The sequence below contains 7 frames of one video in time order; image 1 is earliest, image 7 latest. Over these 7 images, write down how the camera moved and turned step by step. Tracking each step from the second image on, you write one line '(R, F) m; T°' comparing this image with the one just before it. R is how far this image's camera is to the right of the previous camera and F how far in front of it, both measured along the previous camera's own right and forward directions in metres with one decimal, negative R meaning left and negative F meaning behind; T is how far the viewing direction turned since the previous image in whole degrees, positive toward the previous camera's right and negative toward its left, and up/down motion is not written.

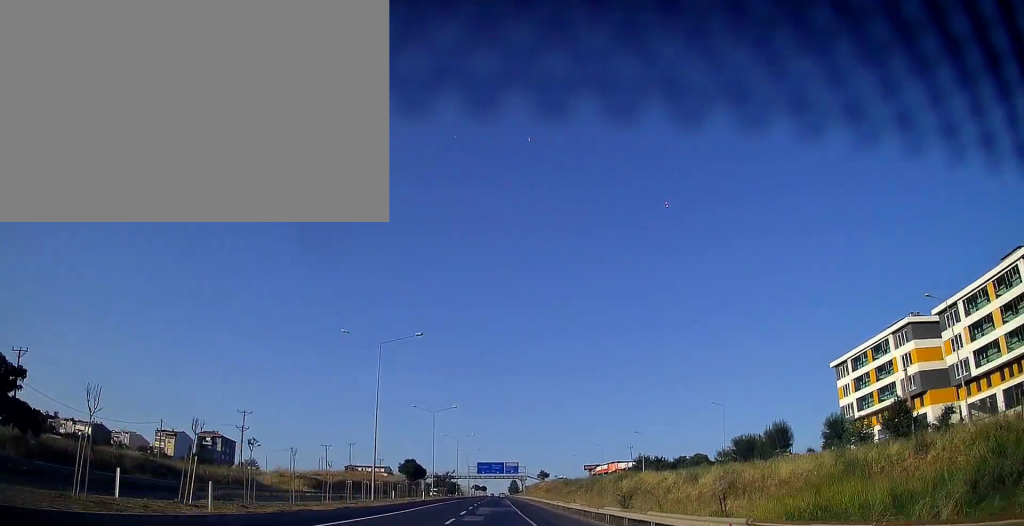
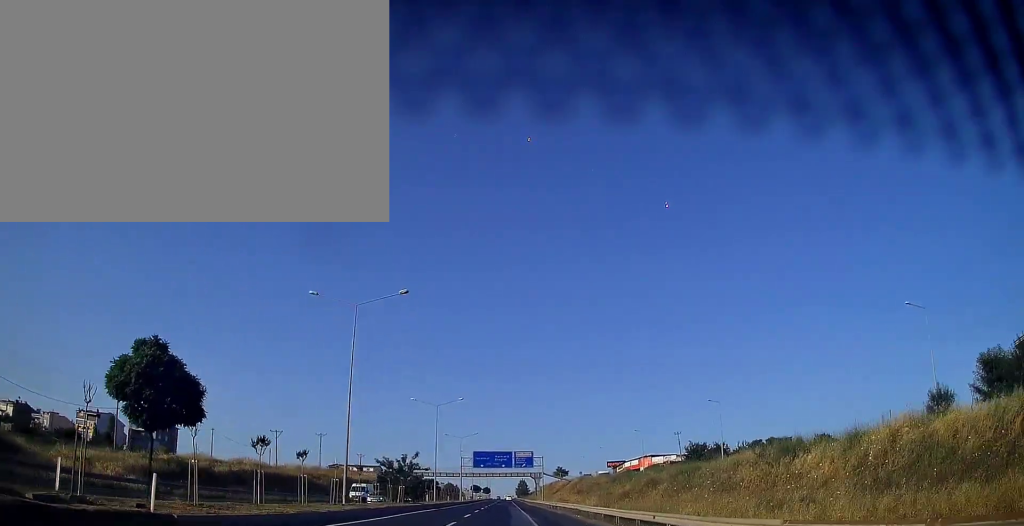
(-0.1, +49.0) m; 0°
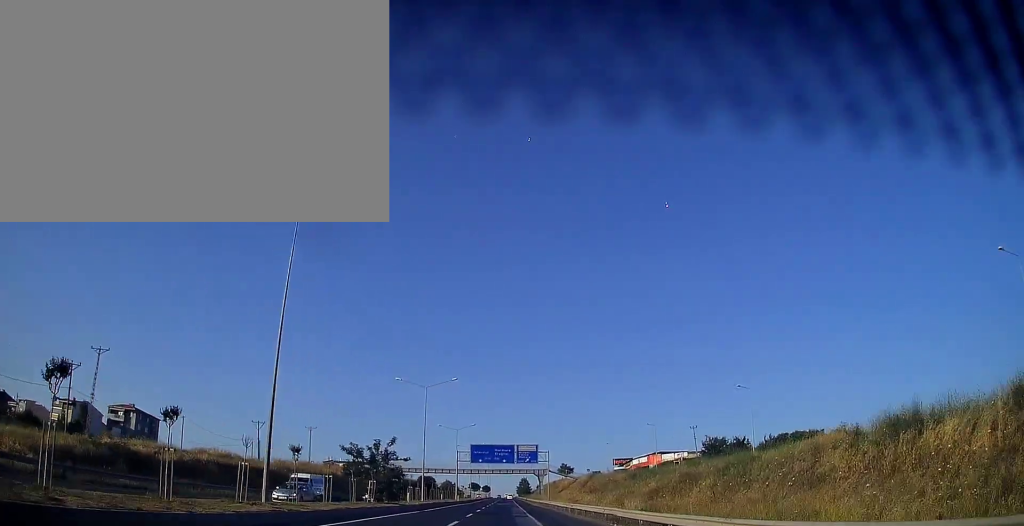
(-0.1, +12.0) m; 0°
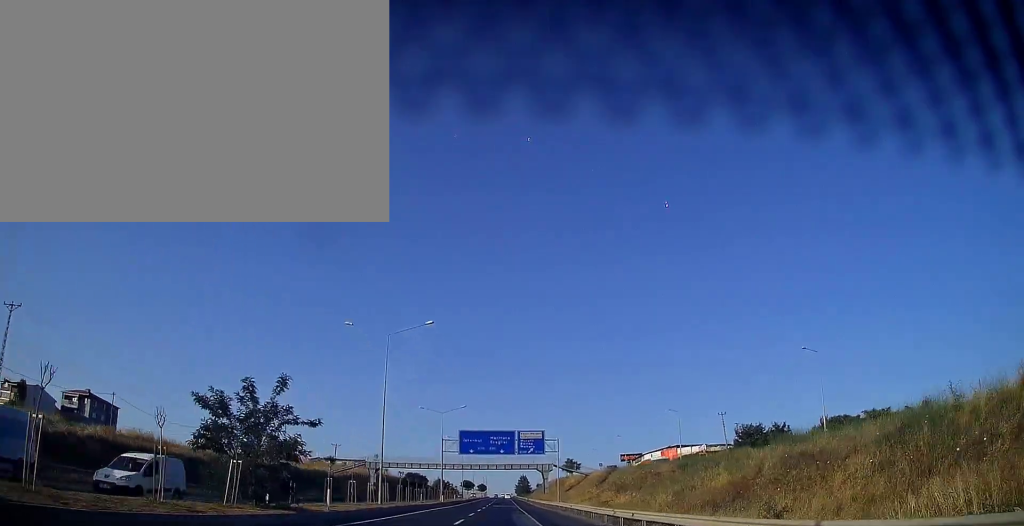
(+0.1, +20.6) m; 0°
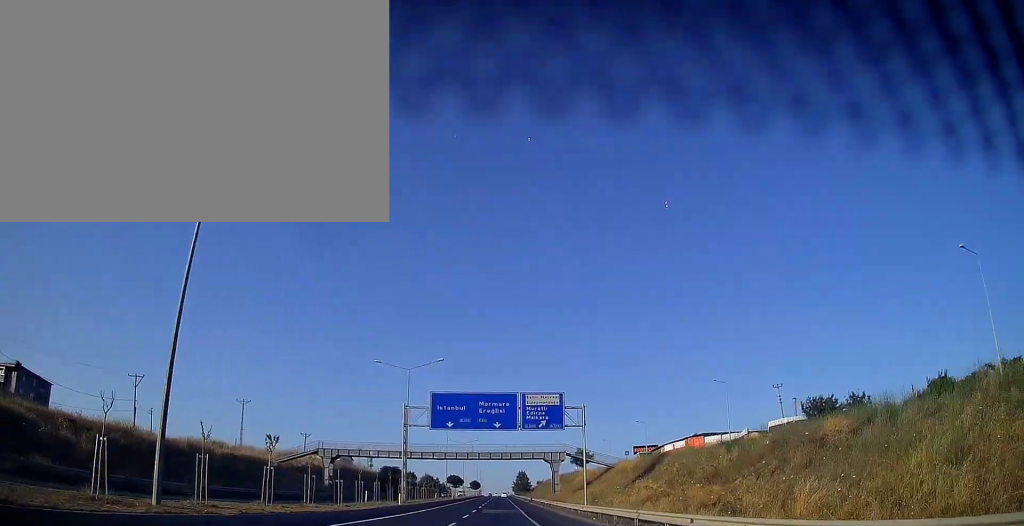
(+0.1, +27.4) m; 0°
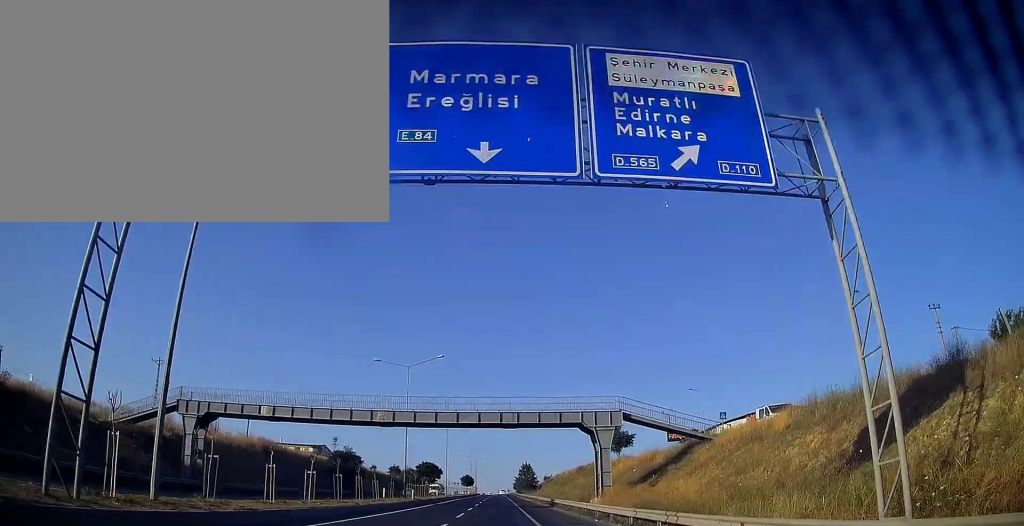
(-0.2, +39.5) m; 0°
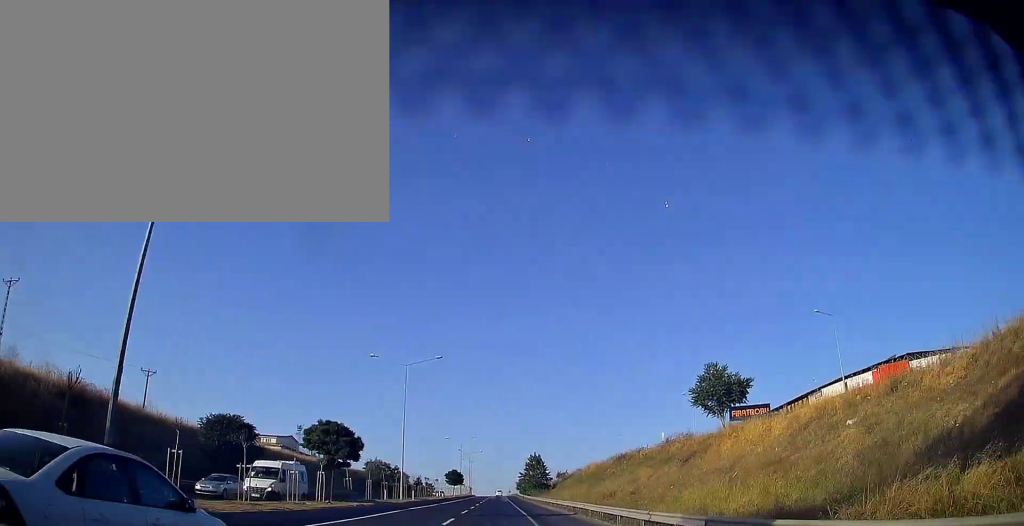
(+0.3, +41.9) m; 0°
